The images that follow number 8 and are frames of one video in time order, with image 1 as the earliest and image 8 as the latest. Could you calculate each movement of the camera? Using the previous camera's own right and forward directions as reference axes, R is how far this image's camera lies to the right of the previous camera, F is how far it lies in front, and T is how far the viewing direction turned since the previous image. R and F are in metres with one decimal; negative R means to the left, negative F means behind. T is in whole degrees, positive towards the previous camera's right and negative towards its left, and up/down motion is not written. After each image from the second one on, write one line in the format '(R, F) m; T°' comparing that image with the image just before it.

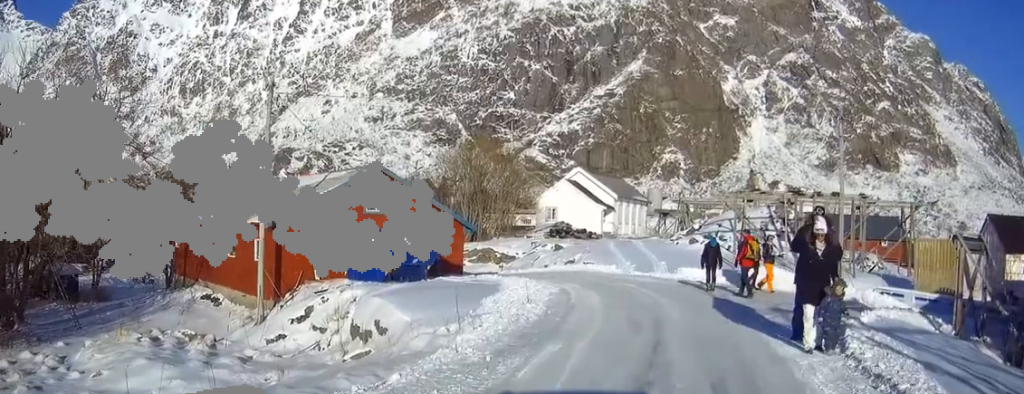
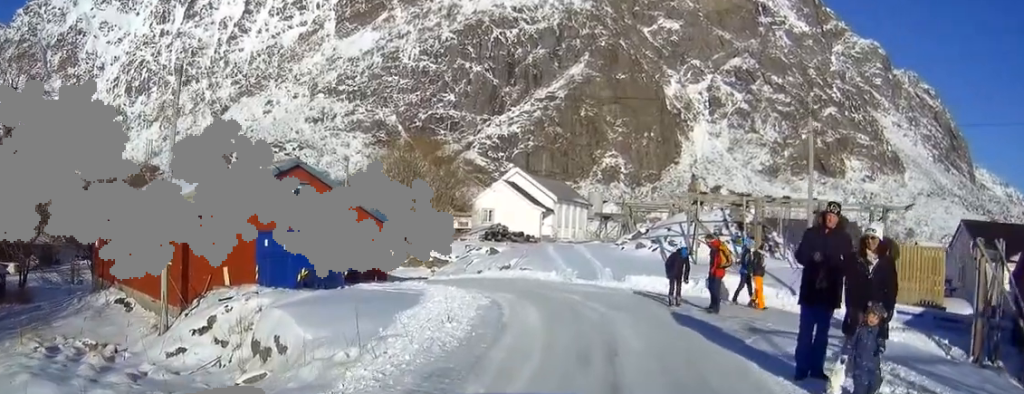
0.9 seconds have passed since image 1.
(-0.1, +3.1) m; +3°
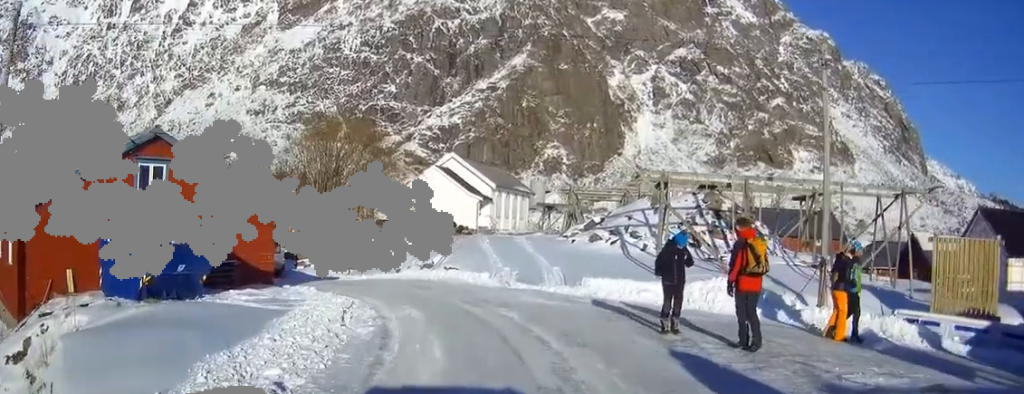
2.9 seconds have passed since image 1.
(+1.0, +6.3) m; +12°
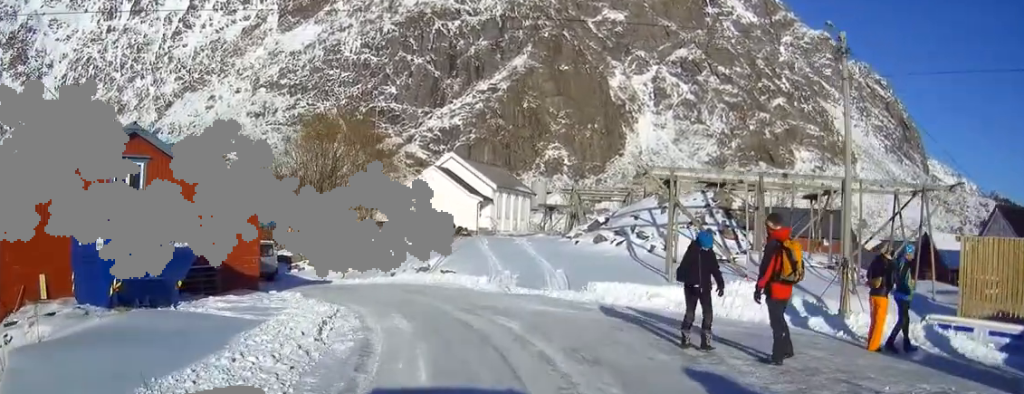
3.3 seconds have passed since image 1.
(0.0, +1.3) m; -2°
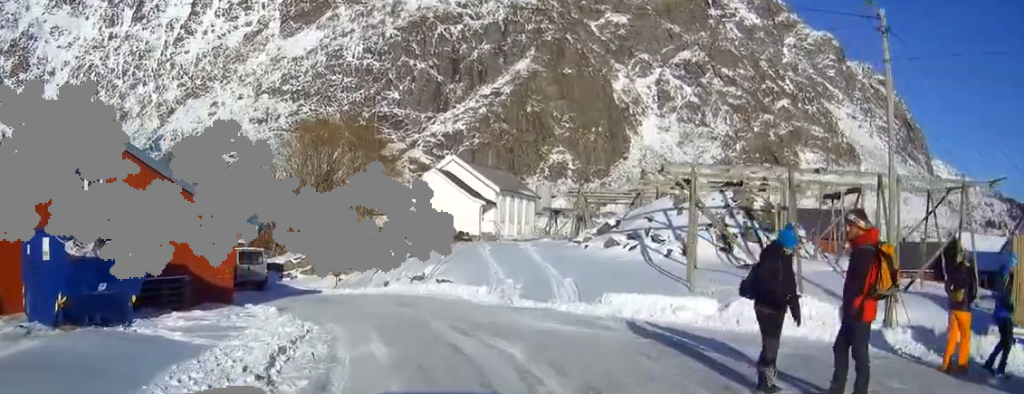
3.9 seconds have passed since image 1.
(0.0, +2.1) m; -3°
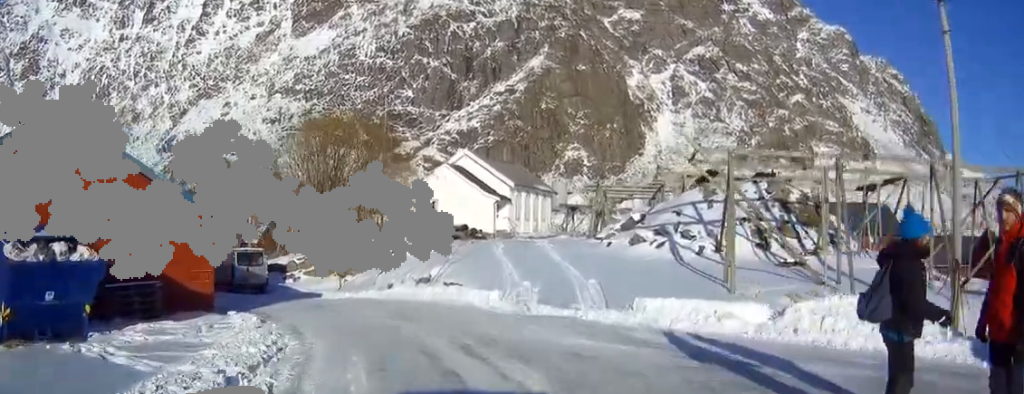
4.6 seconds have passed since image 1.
(-0.1, +2.1) m; -5°
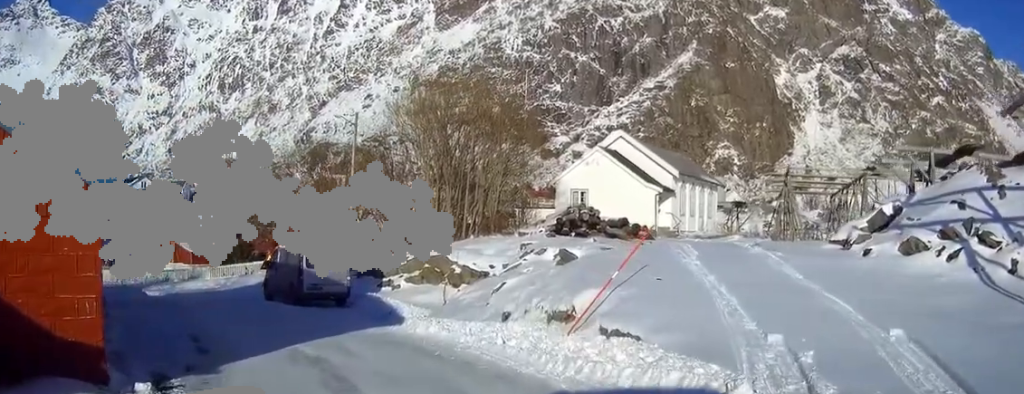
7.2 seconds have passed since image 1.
(-1.4, +8.6) m; -18°
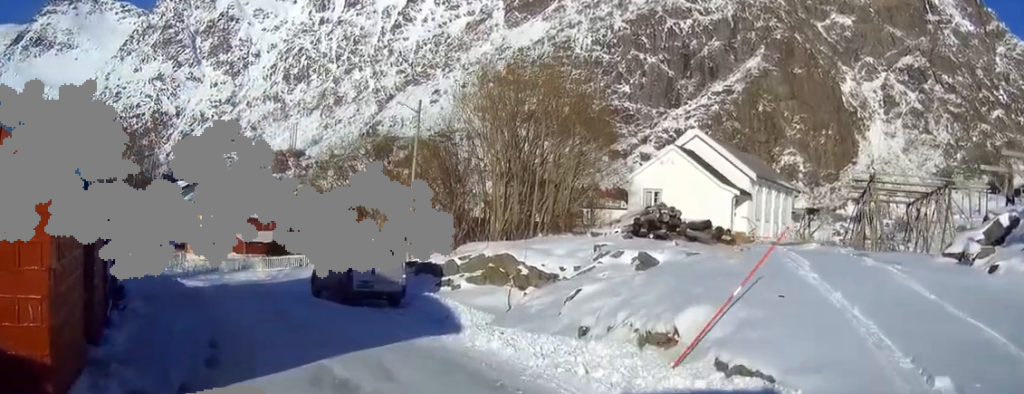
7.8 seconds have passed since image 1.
(-0.1, +2.1) m; -4°
